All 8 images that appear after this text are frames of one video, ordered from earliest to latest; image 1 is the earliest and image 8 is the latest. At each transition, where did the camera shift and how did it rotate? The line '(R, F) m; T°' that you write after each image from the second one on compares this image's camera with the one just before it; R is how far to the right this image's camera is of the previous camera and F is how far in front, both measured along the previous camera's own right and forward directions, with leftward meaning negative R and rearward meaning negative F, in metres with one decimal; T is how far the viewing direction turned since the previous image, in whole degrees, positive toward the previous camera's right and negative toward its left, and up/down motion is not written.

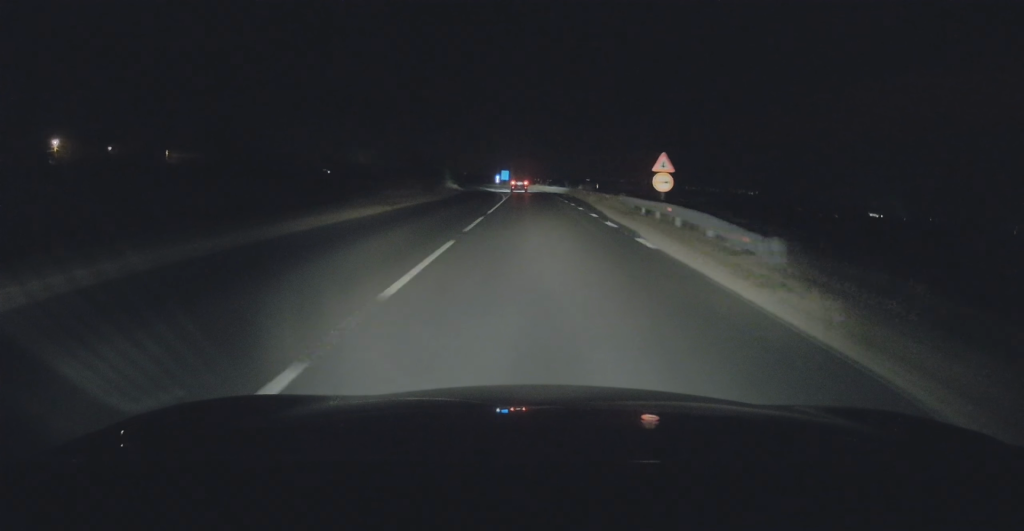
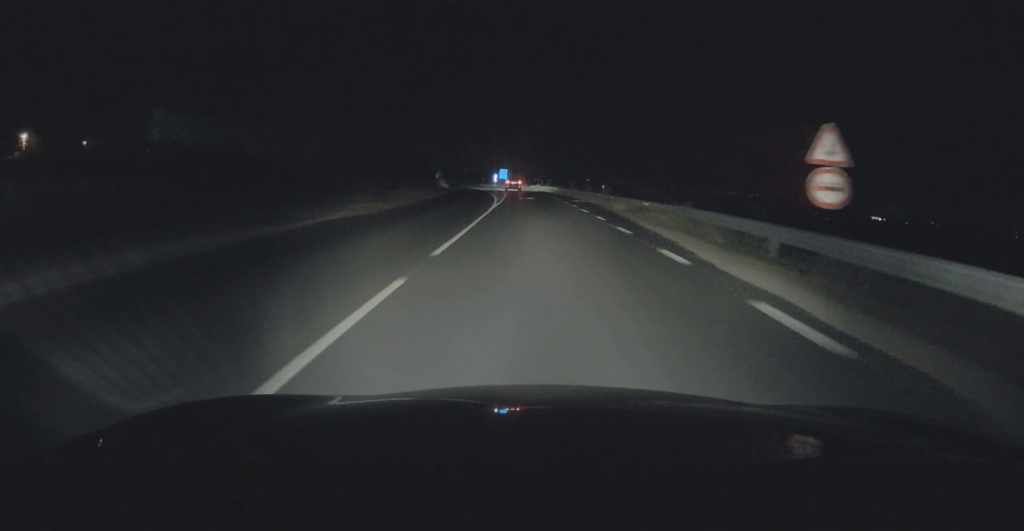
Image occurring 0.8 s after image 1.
(0.0, +13.9) m; 0°
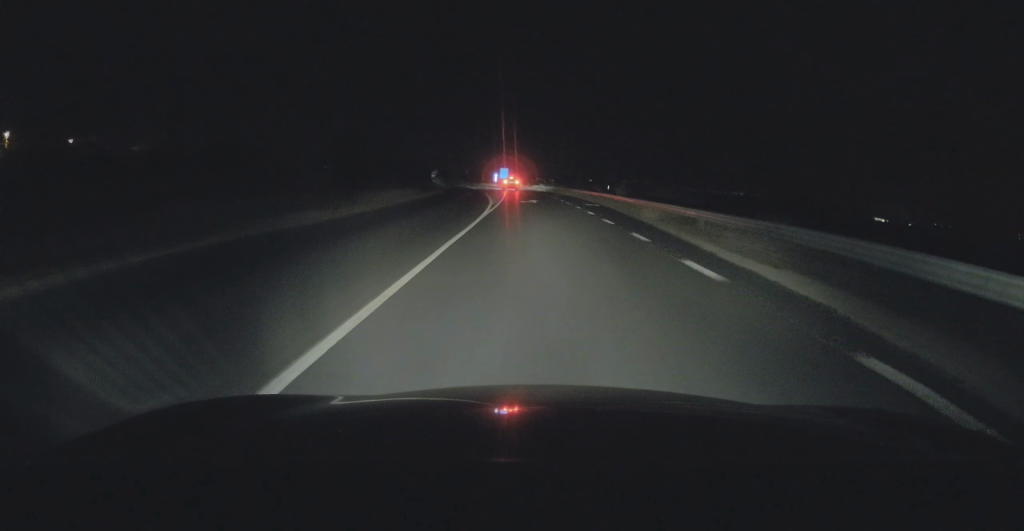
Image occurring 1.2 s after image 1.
(0.0, +7.8) m; 0°
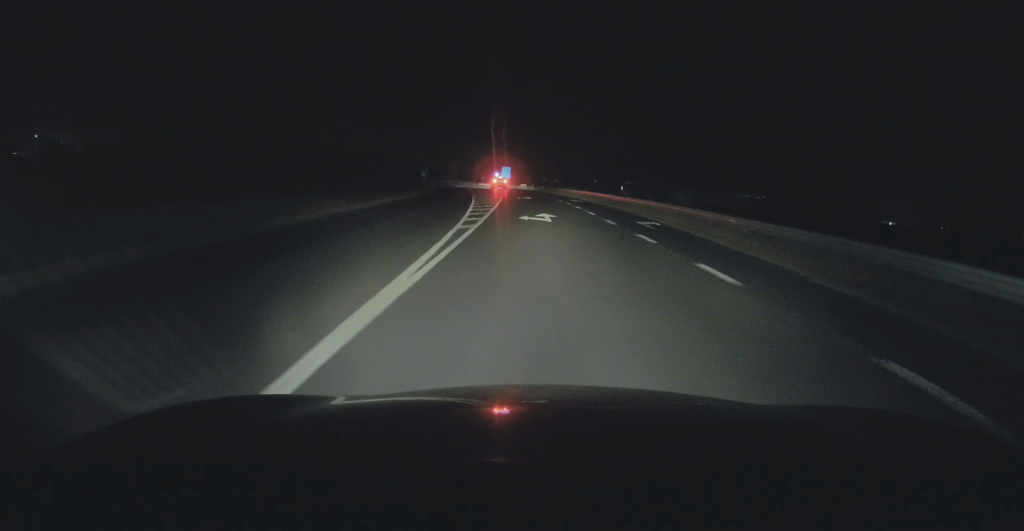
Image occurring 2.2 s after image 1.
(0.0, +18.0) m; 0°
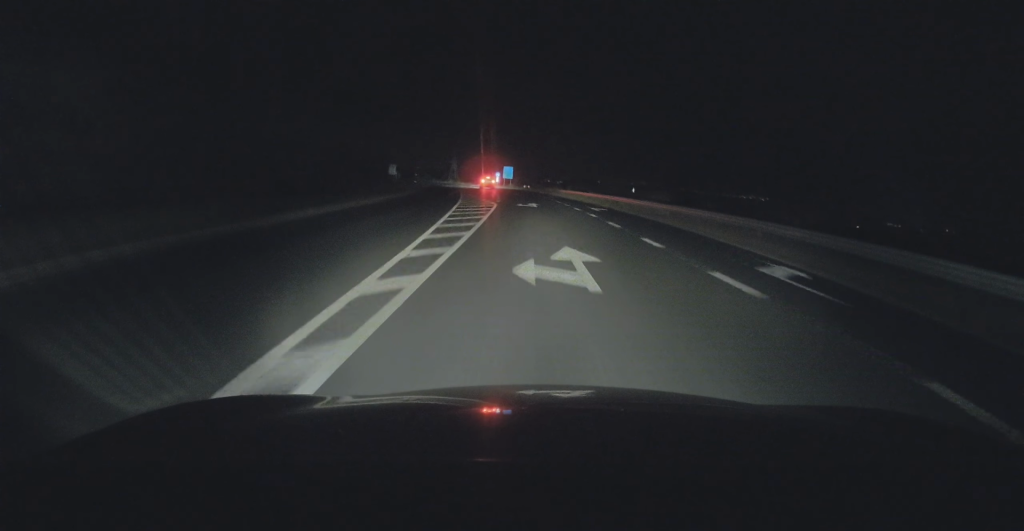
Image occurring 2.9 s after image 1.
(0.0, +12.6) m; -1°
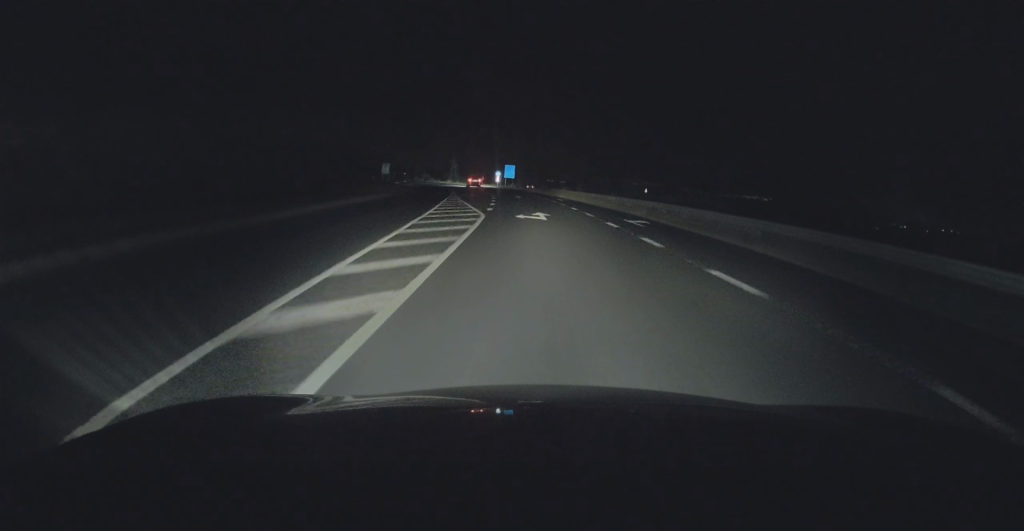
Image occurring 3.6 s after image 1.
(-0.2, +11.9) m; -1°
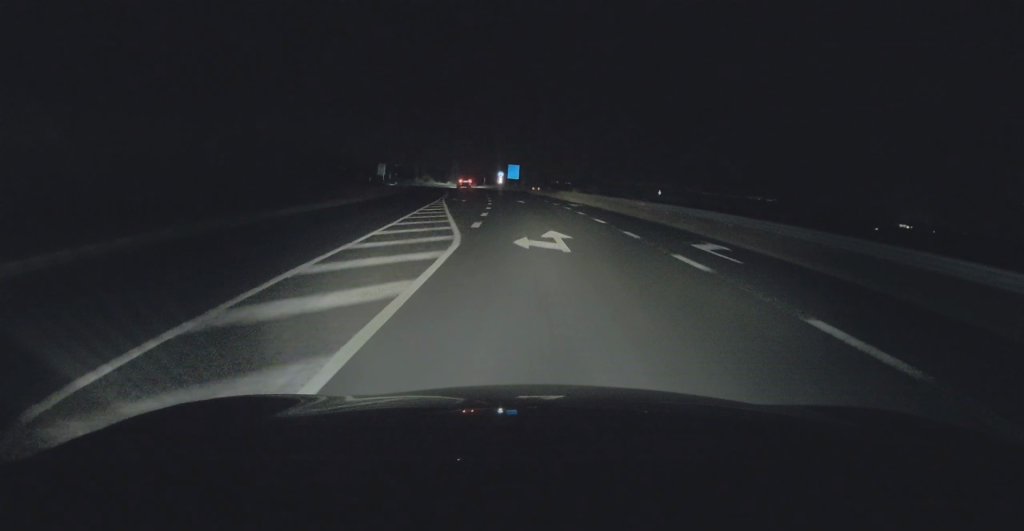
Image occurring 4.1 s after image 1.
(-0.1, +9.5) m; -1°
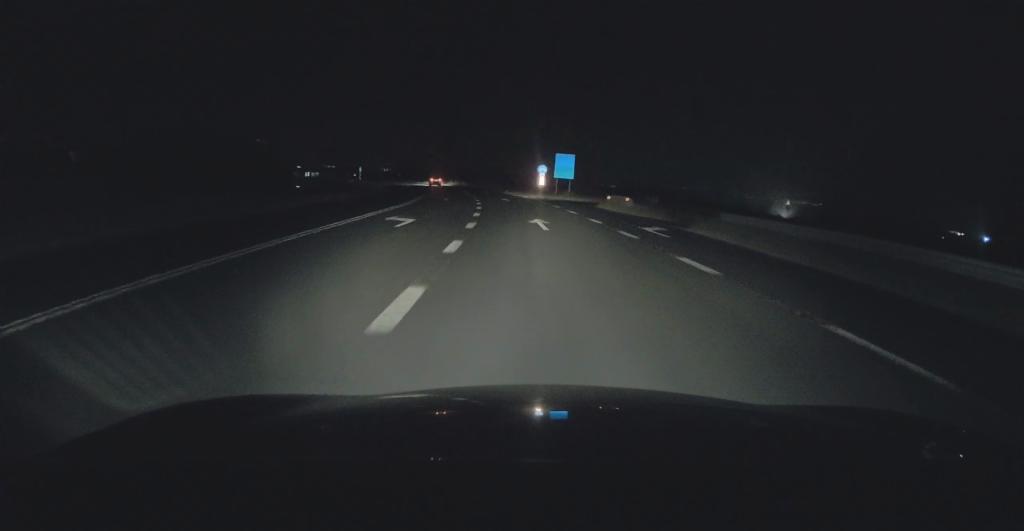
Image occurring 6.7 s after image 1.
(-1.3, +46.6) m; -3°
